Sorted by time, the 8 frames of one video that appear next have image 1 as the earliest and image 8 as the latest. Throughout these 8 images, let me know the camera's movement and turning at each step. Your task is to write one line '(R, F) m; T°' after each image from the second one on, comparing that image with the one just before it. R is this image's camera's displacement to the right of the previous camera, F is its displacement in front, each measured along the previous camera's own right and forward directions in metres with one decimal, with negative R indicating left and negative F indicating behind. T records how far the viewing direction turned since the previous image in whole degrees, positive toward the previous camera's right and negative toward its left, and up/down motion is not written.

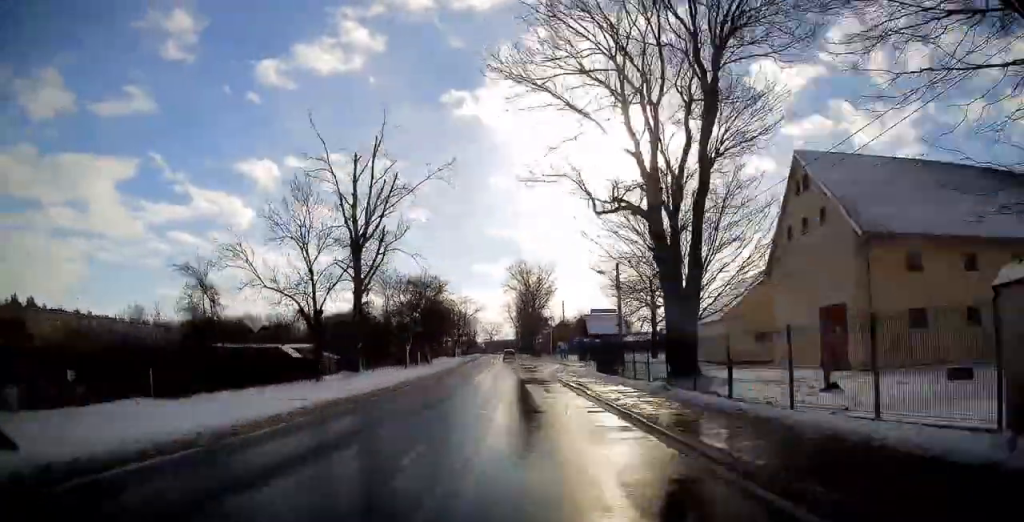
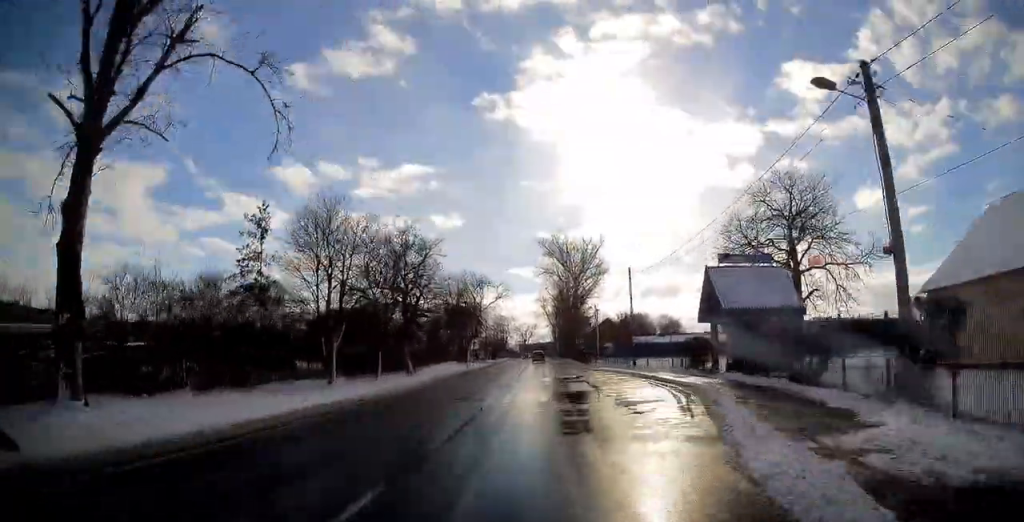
(-1.3, +32.6) m; -3°
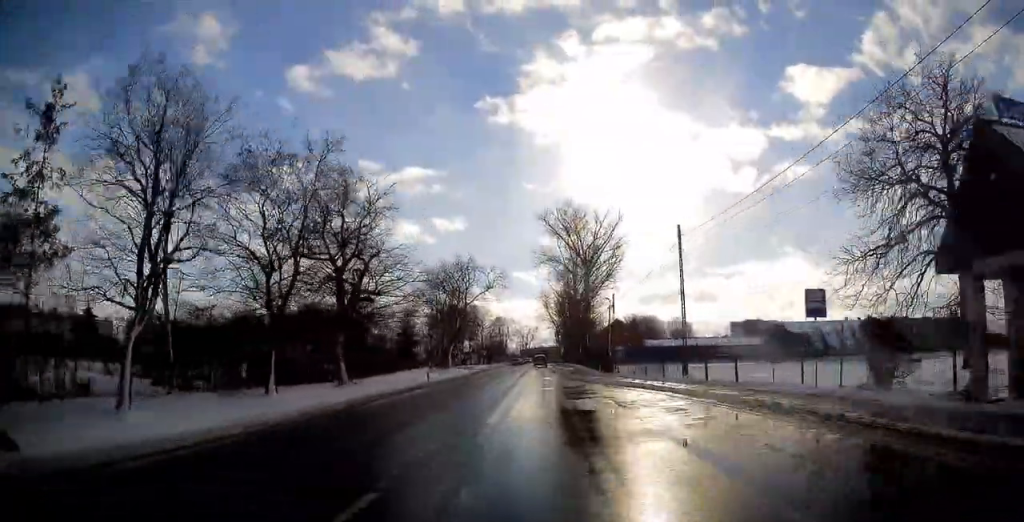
(-0.2, +17.5) m; -1°
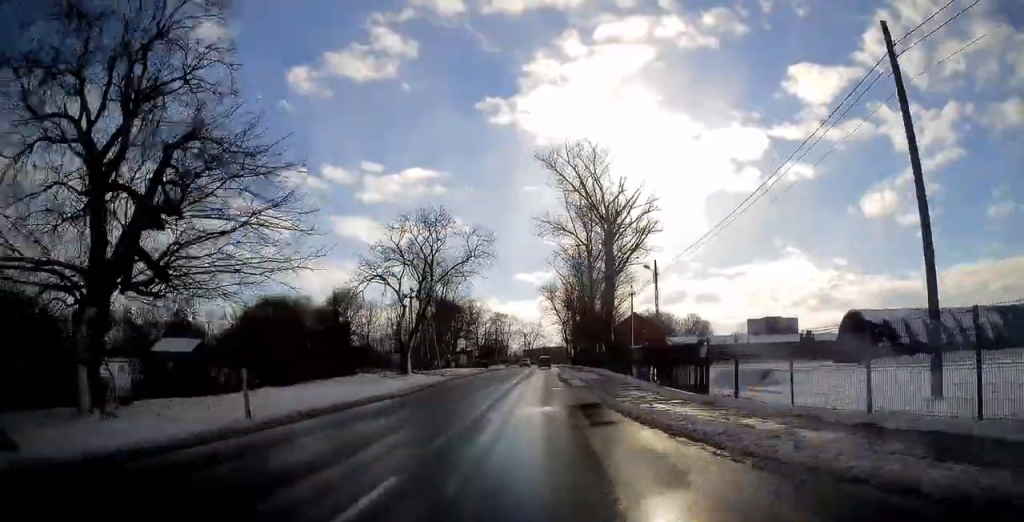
(-0.1, +20.8) m; 0°
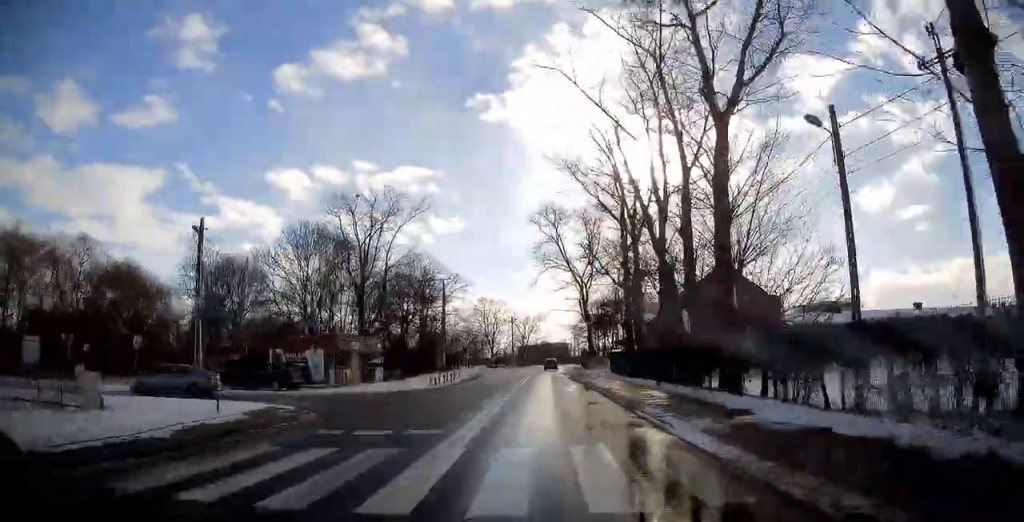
(-2.2, +61.7) m; -1°
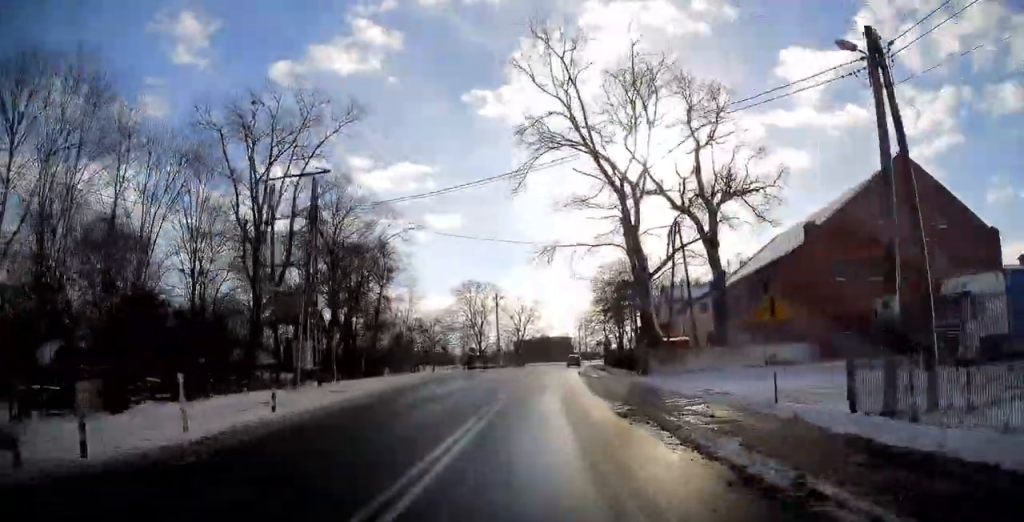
(+2.0, +36.2) m; +4°
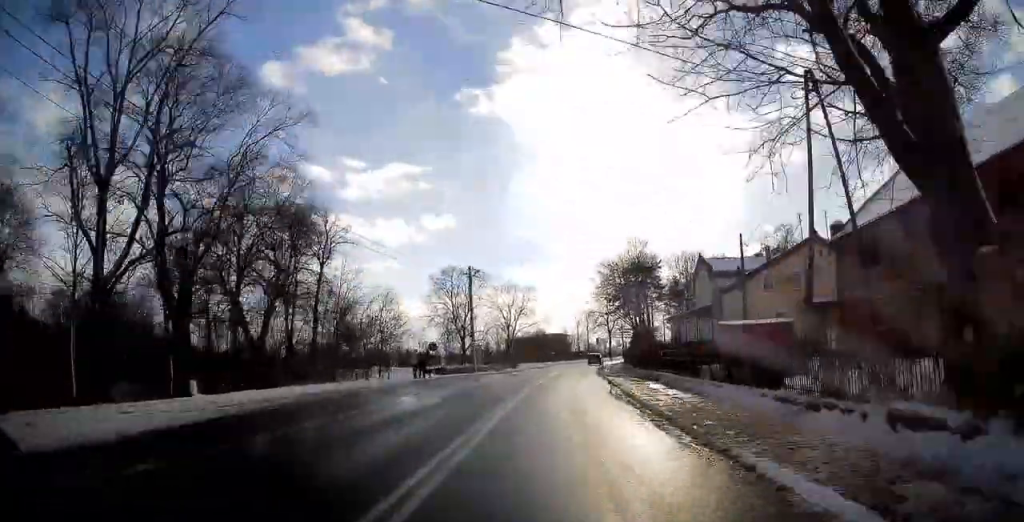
(+0.4, +24.8) m; +1°
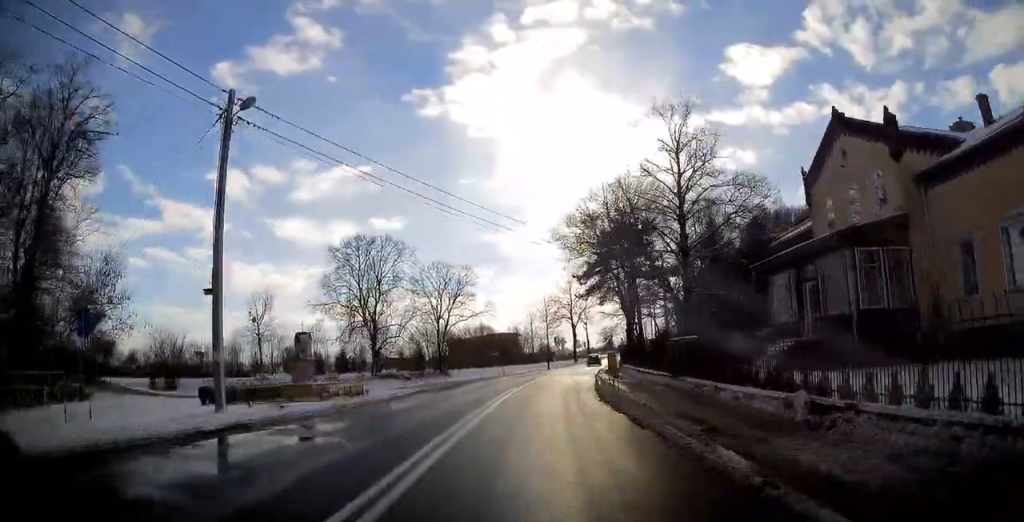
(-0.1, +40.3) m; +2°
